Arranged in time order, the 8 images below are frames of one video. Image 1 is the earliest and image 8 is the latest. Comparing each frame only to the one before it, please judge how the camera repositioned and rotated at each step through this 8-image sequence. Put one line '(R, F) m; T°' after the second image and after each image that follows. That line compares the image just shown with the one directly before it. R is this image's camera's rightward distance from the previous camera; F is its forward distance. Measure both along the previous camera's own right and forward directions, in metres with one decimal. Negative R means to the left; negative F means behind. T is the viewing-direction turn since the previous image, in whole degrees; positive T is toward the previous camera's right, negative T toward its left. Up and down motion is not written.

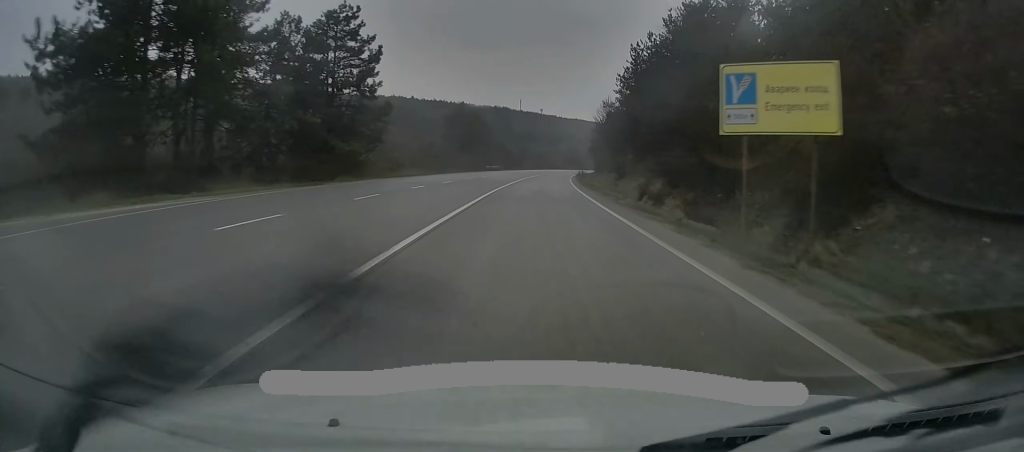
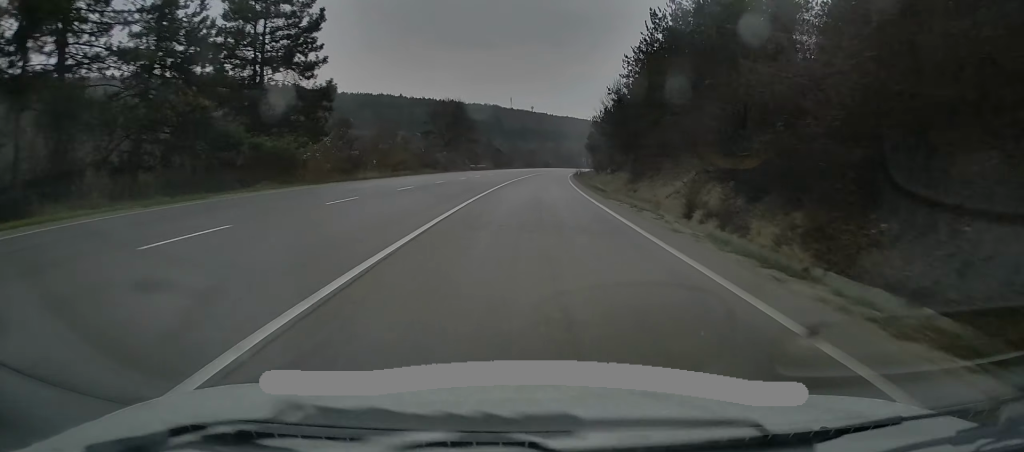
(+0.2, +11.3) m; +1°
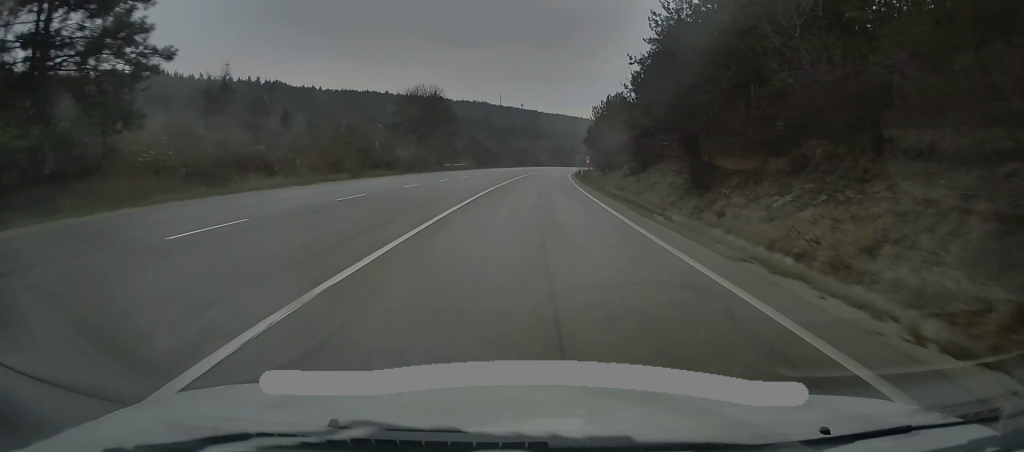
(+0.1, +17.0) m; +1°
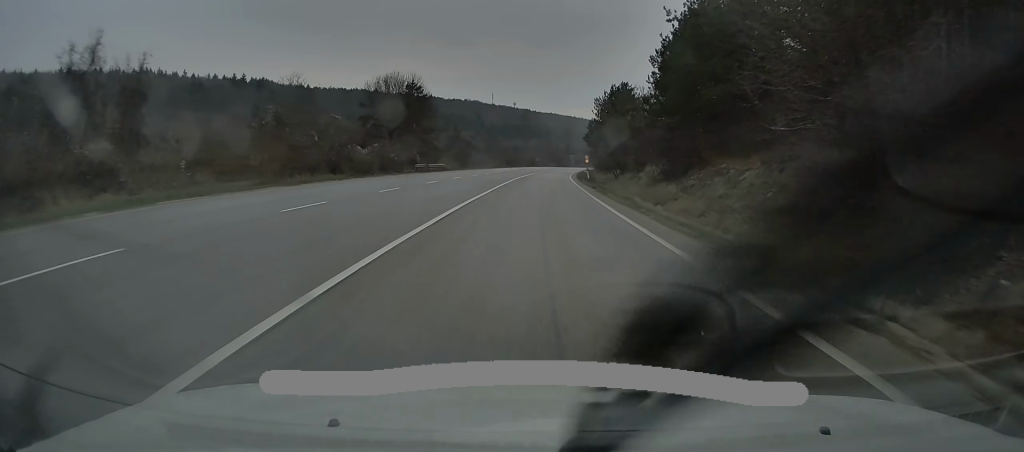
(0.0, +13.2) m; 0°
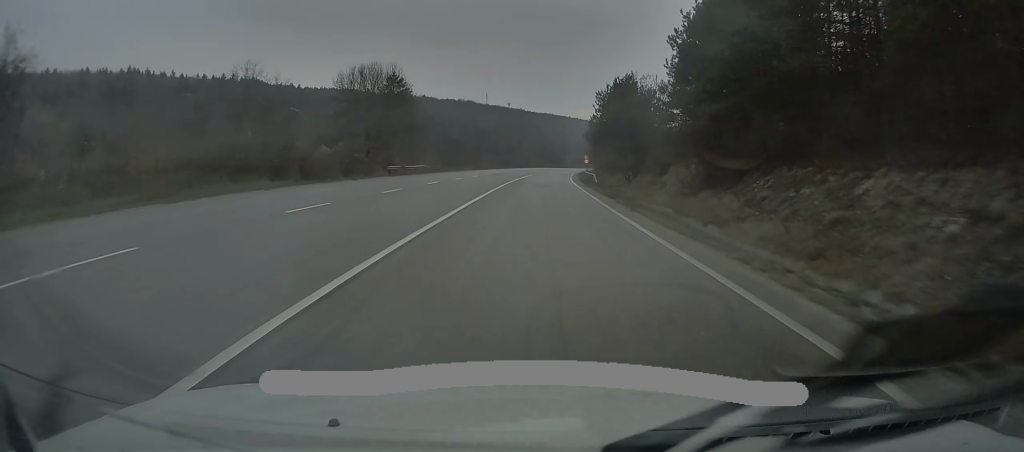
(0.0, +8.8) m; 0°
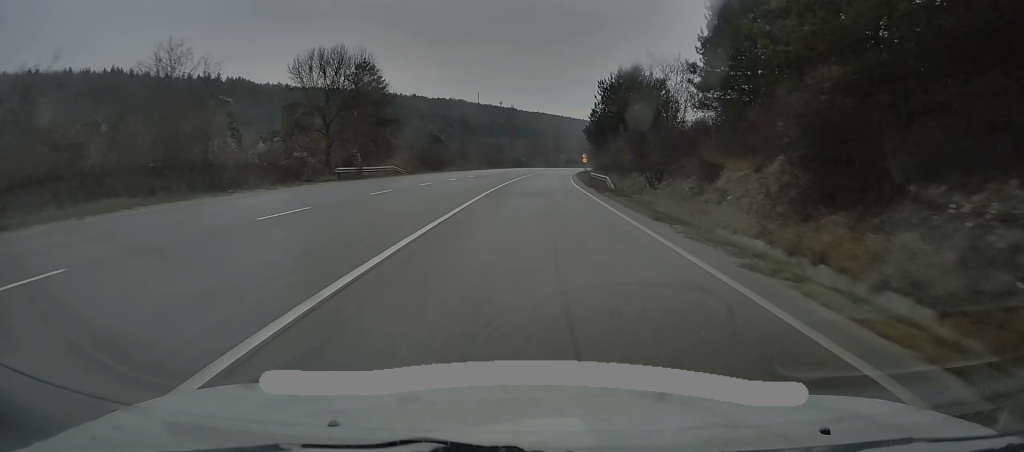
(0.0, +10.7) m; +1°
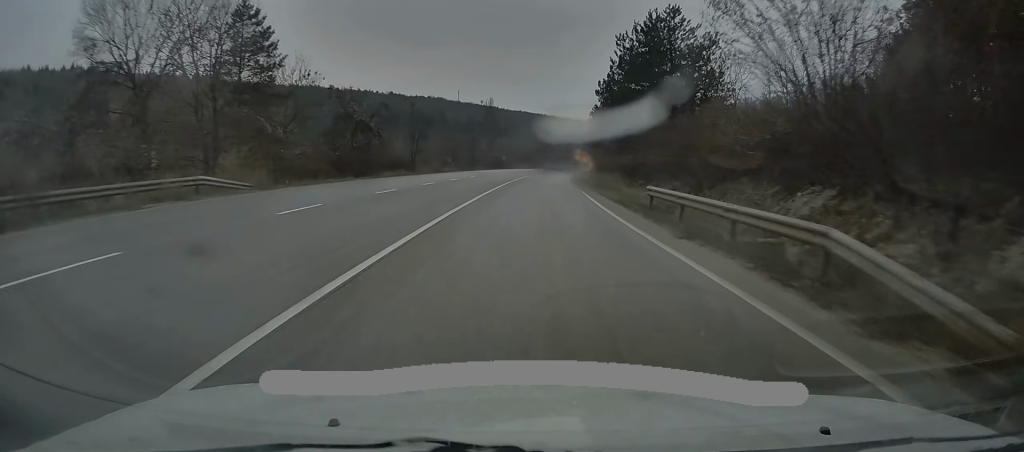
(+0.6, +25.7) m; +2°
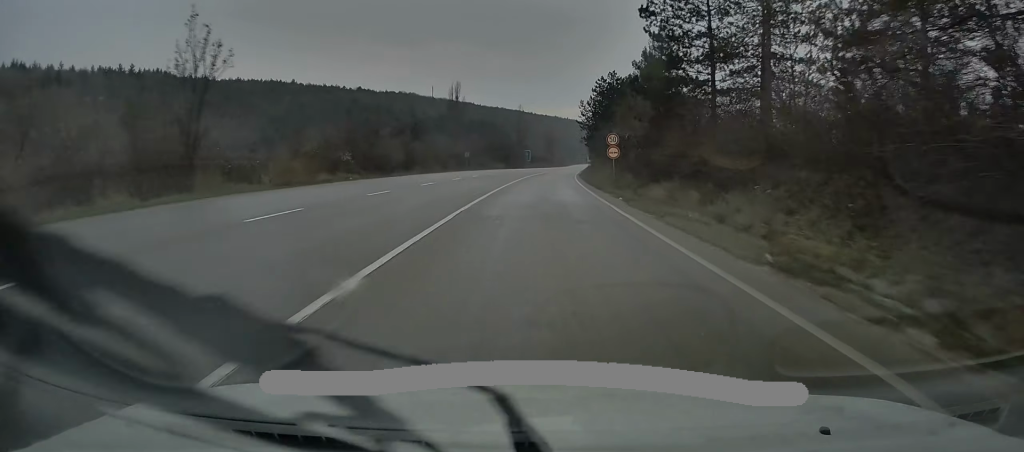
(+0.7, +37.9) m; +1°
